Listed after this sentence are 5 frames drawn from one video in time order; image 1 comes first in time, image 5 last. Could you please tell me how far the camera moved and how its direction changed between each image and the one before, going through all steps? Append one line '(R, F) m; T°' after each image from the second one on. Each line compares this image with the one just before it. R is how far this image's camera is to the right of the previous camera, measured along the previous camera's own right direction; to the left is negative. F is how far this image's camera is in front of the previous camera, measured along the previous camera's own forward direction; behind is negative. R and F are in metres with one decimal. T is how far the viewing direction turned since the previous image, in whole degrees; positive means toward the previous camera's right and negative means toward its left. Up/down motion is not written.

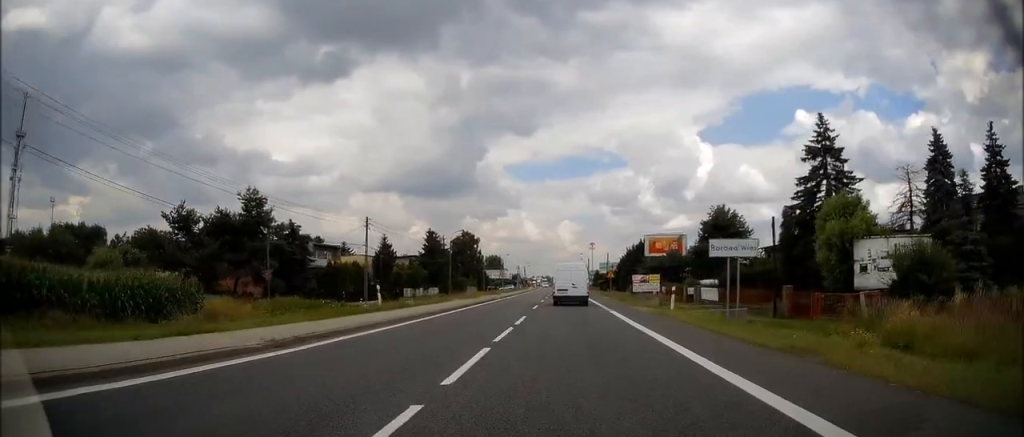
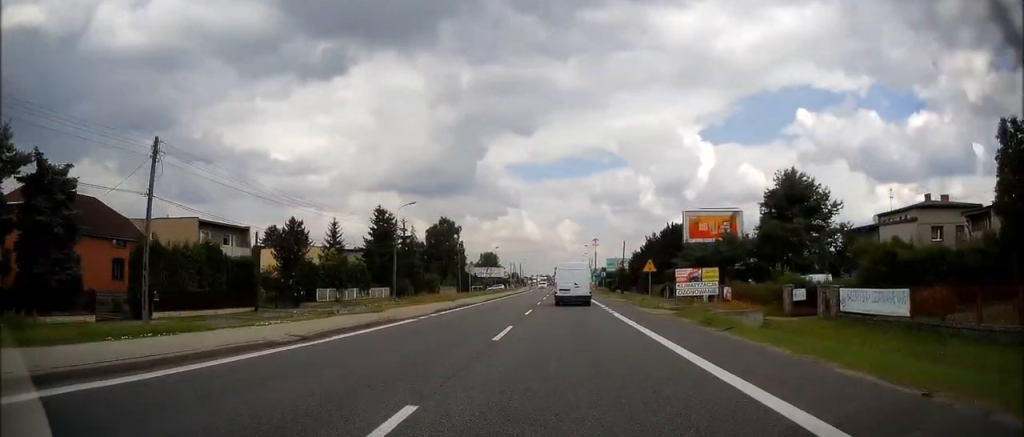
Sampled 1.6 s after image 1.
(+0.6, +28.8) m; +1°
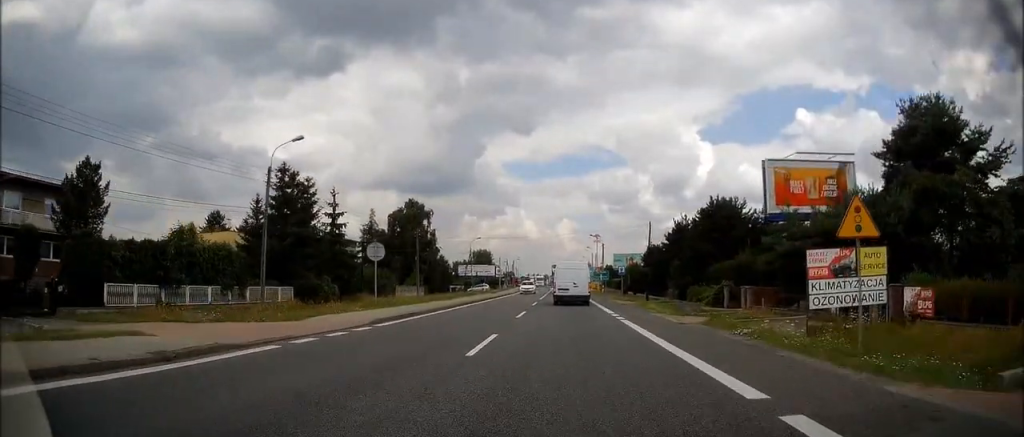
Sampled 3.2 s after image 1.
(-0.4, +26.0) m; -1°
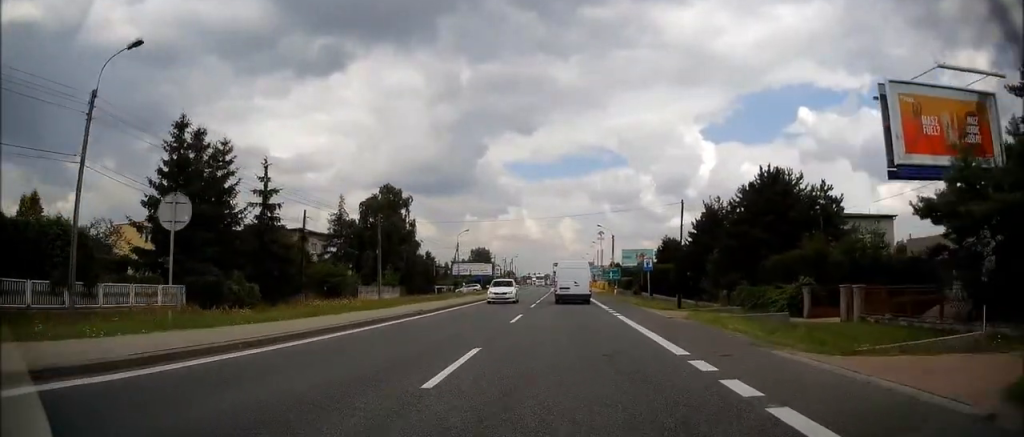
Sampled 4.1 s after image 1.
(+0.1, +14.8) m; 0°
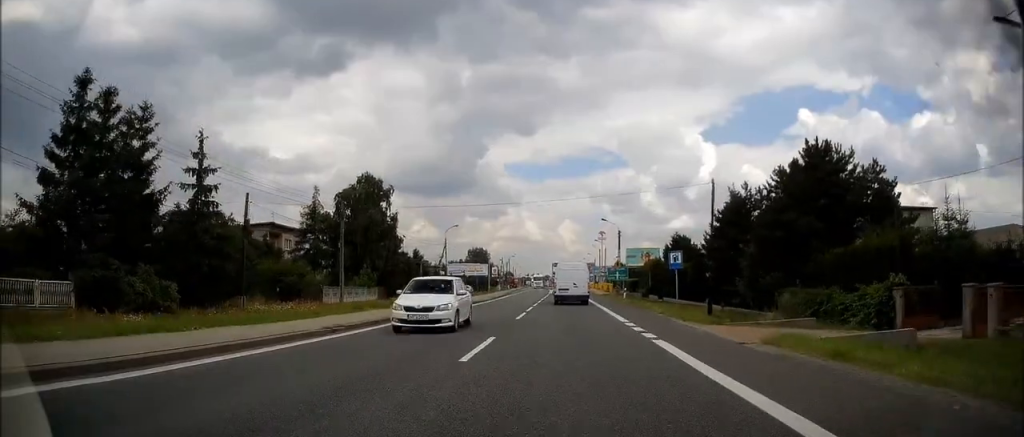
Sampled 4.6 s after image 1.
(-0.1, +9.2) m; 0°
